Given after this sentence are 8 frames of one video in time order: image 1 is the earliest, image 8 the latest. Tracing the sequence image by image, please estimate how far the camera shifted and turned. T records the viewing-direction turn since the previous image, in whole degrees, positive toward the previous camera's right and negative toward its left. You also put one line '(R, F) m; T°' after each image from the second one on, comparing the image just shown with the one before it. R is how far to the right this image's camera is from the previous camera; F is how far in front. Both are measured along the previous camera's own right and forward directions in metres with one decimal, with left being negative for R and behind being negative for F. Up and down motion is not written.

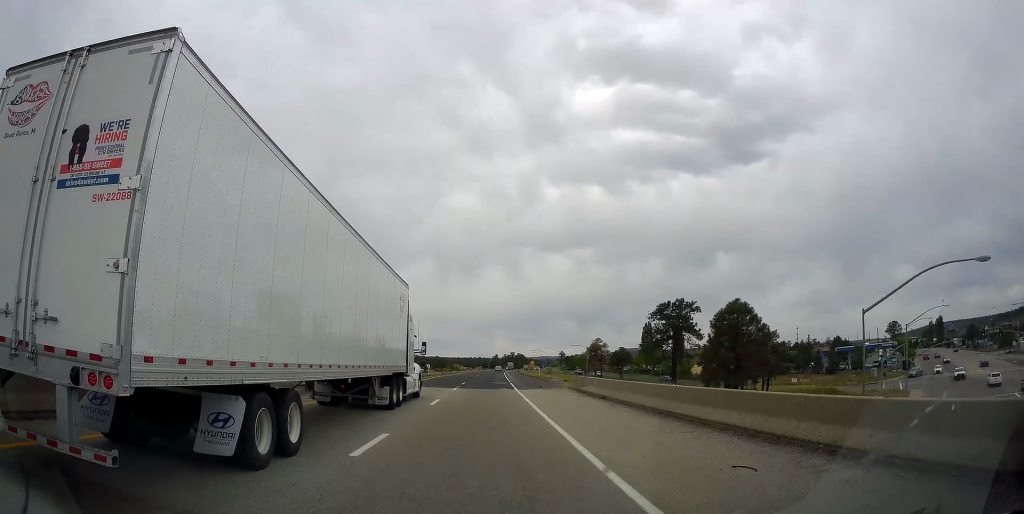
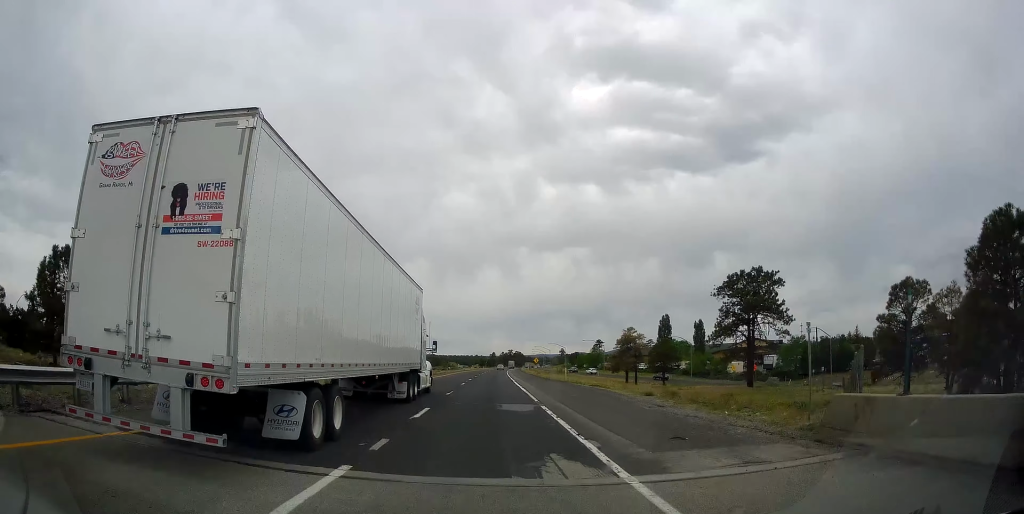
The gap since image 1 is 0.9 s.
(0.0, +28.6) m; 0°
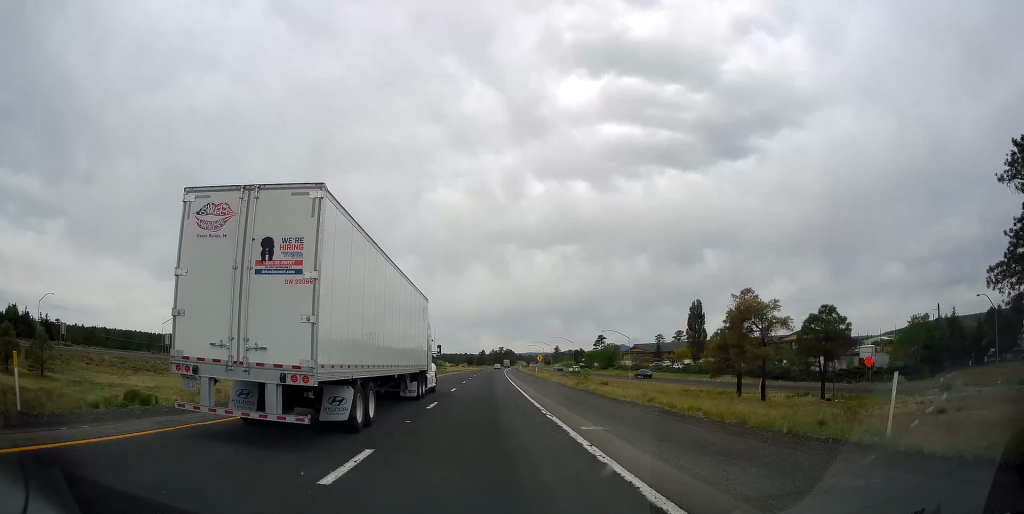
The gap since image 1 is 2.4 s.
(+0.2, +43.9) m; +1°
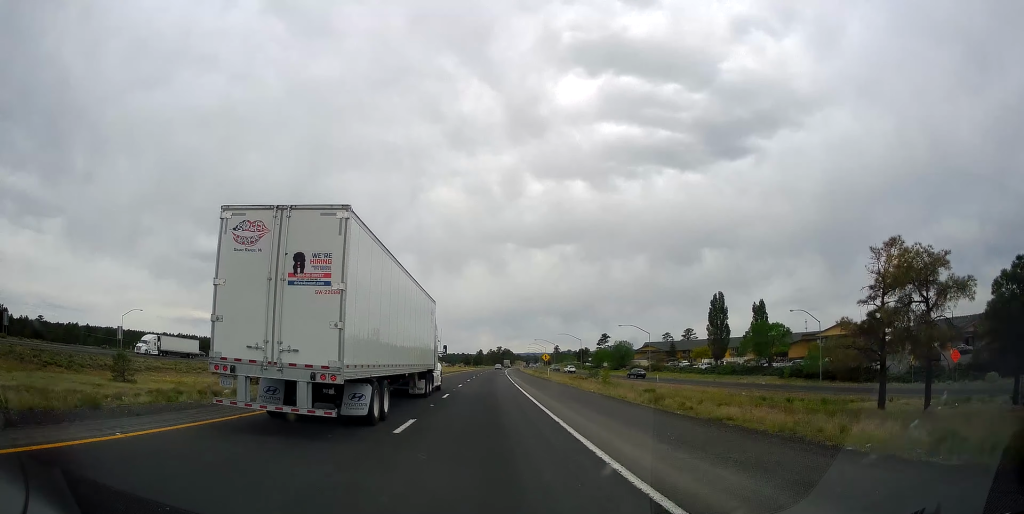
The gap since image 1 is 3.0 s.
(+0.2, +19.3) m; +1°
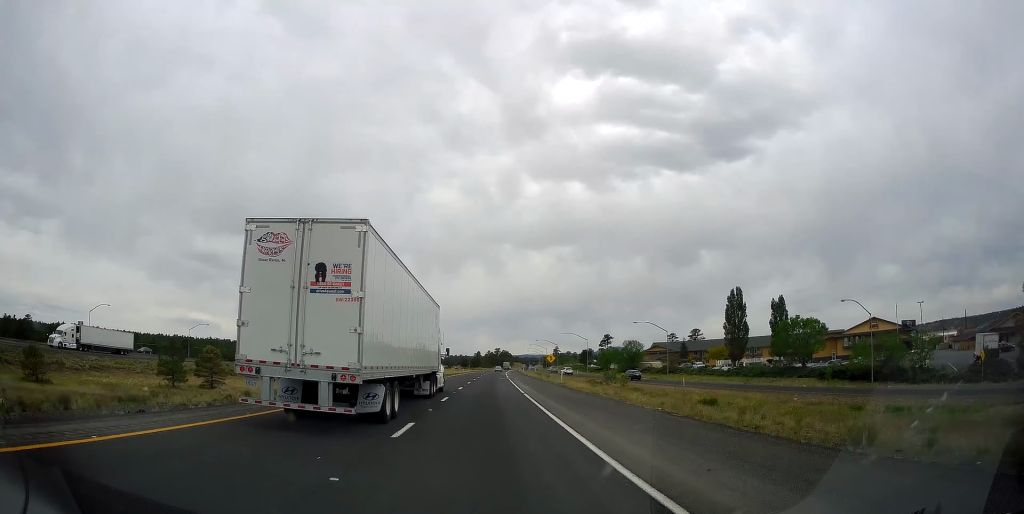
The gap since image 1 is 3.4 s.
(0.0, +13.2) m; 0°
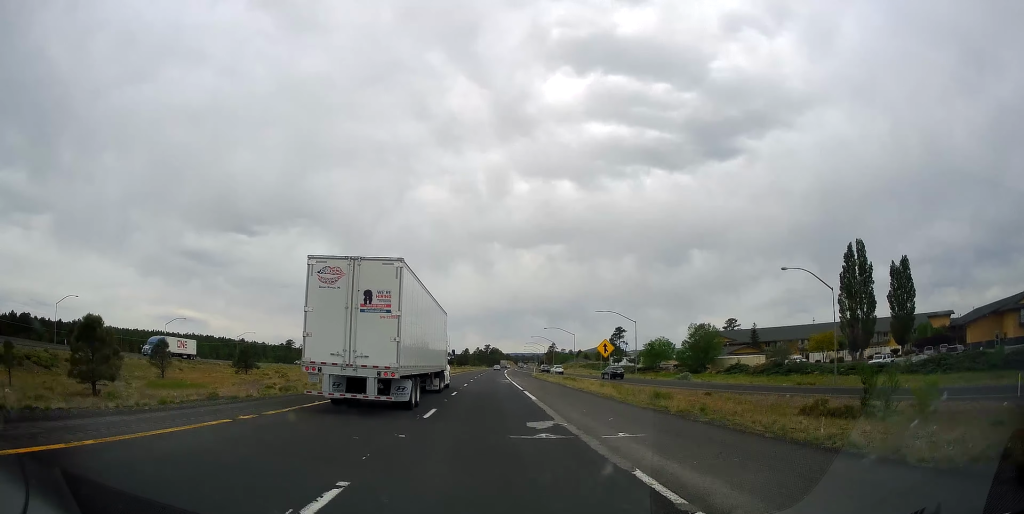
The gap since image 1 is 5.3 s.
(-0.4, +56.7) m; 0°
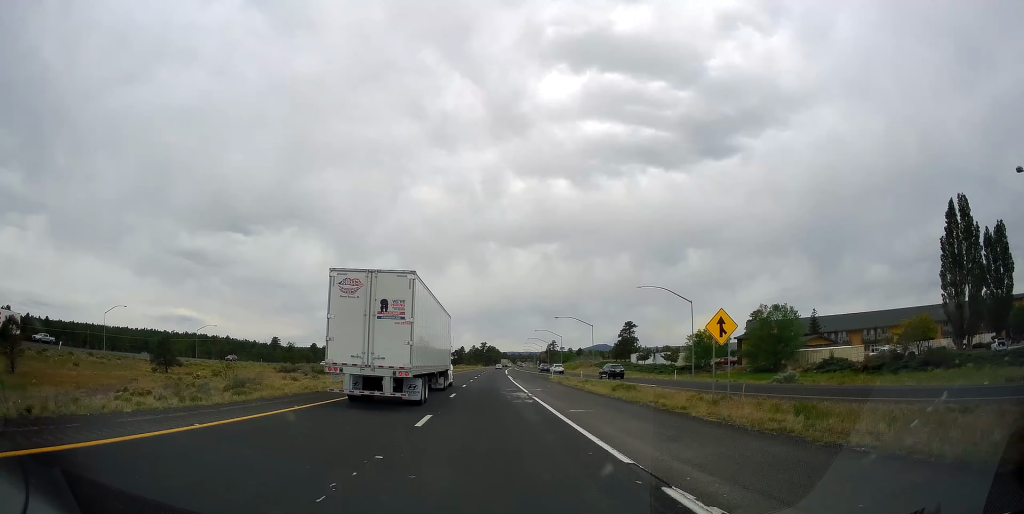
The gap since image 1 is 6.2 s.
(+0.6, +27.2) m; +2°
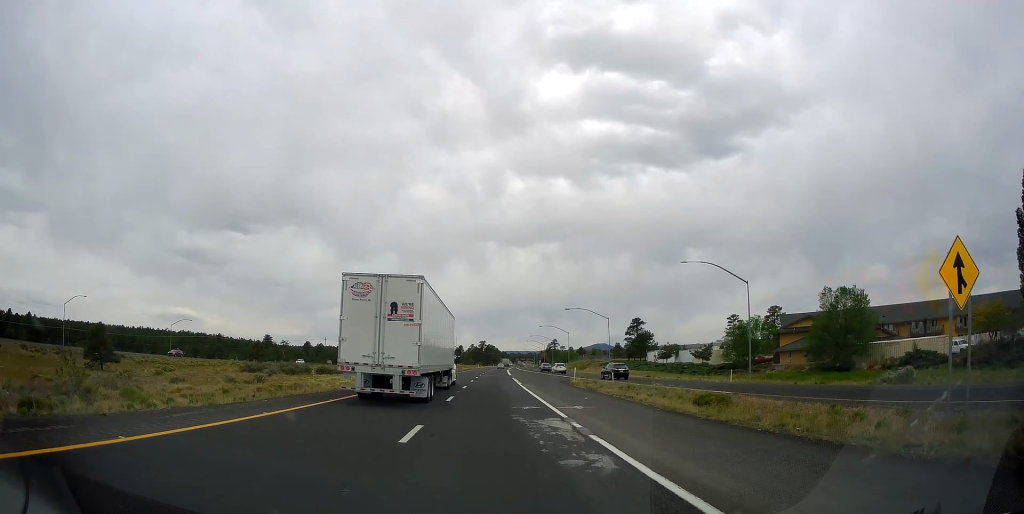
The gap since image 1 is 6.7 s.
(+0.1, +15.2) m; 0°
